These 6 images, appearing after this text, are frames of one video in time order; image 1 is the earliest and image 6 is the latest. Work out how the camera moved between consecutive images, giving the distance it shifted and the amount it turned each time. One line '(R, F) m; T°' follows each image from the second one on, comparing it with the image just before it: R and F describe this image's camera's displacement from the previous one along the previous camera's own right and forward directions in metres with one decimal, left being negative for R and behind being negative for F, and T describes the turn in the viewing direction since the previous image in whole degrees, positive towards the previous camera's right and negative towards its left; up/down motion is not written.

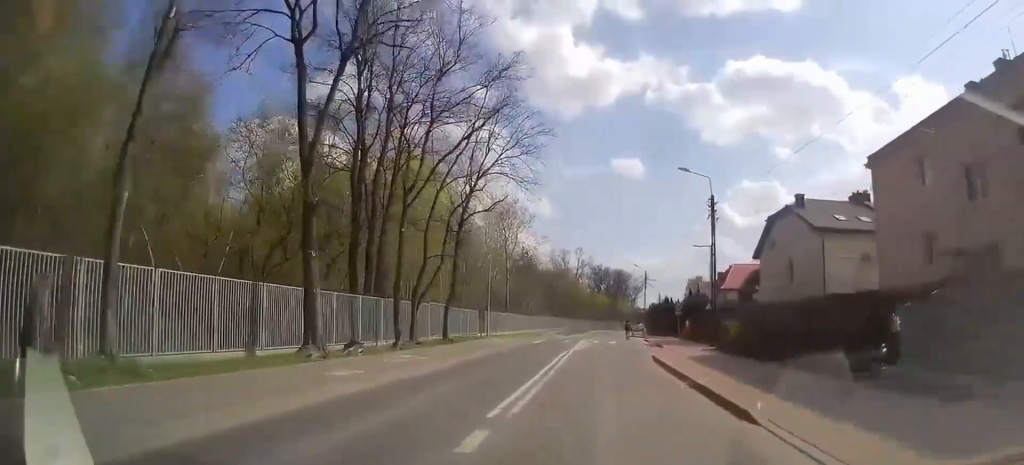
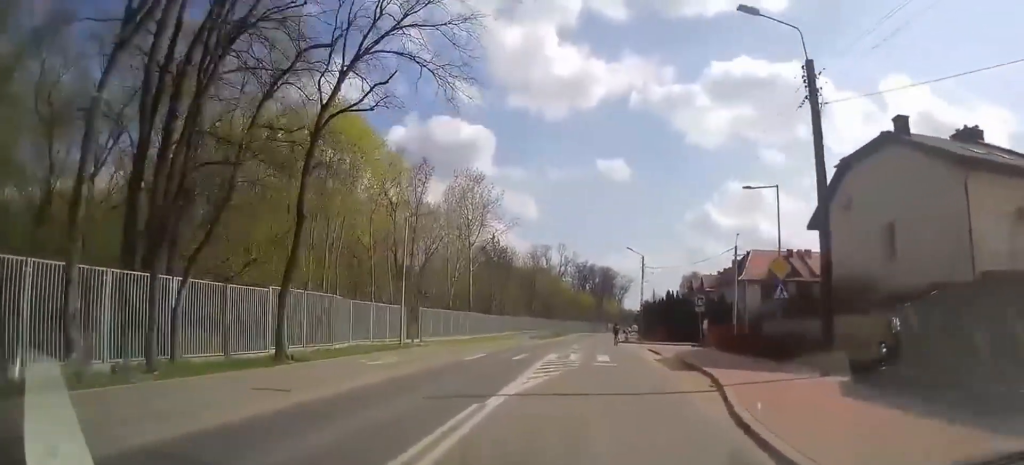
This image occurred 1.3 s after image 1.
(+0.4, +19.3) m; +1°
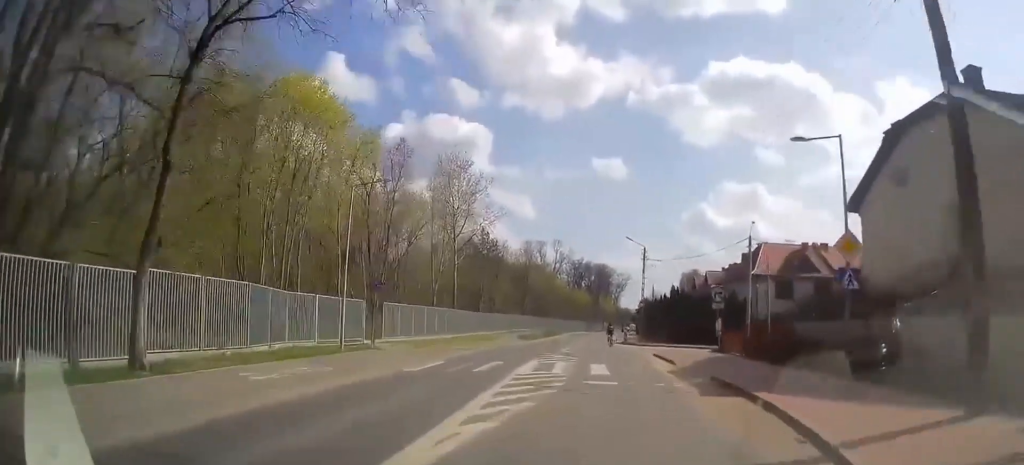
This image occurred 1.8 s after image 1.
(0.0, +6.6) m; 0°
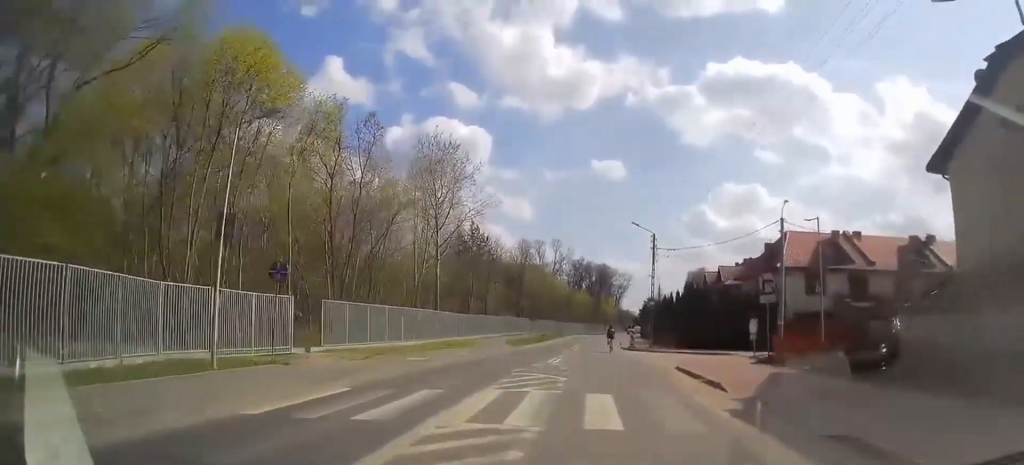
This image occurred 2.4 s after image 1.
(-0.1, +8.1) m; 0°
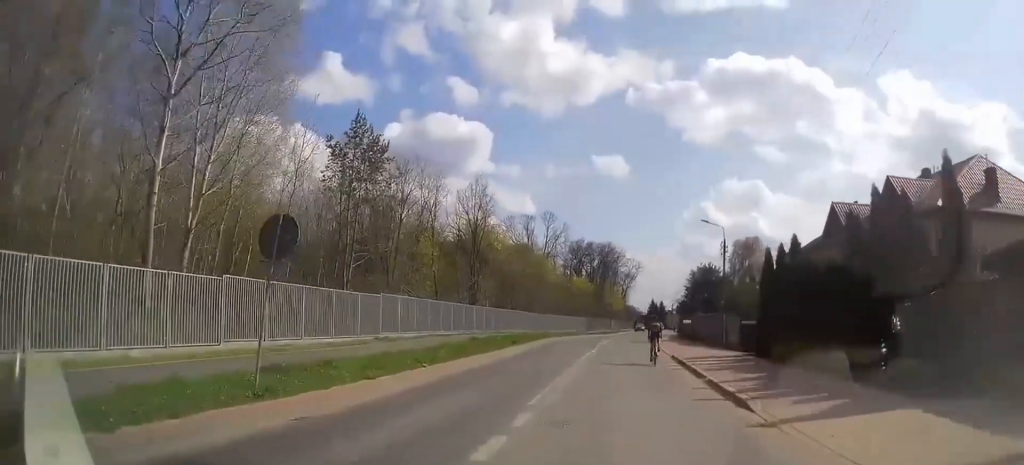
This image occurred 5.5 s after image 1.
(-0.5, +42.6) m; +1°
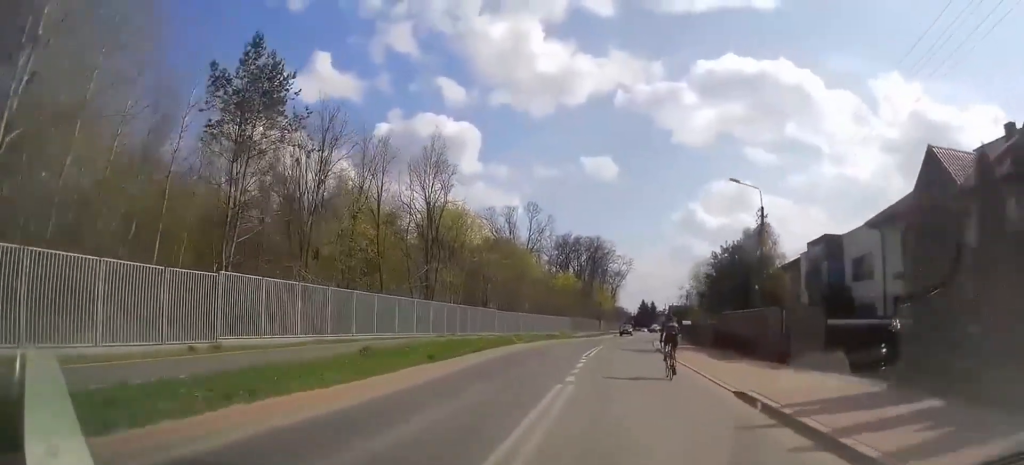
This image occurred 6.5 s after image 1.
(+0.3, +12.7) m; +1°
